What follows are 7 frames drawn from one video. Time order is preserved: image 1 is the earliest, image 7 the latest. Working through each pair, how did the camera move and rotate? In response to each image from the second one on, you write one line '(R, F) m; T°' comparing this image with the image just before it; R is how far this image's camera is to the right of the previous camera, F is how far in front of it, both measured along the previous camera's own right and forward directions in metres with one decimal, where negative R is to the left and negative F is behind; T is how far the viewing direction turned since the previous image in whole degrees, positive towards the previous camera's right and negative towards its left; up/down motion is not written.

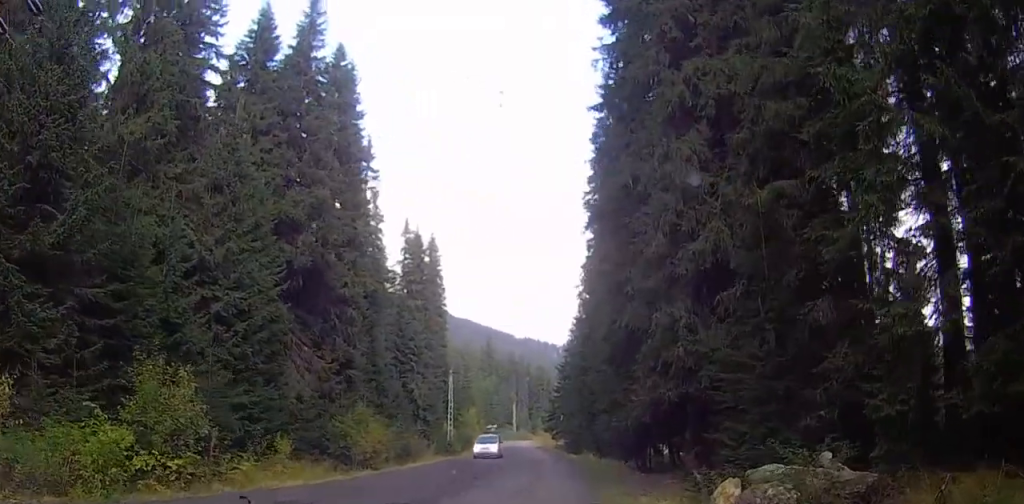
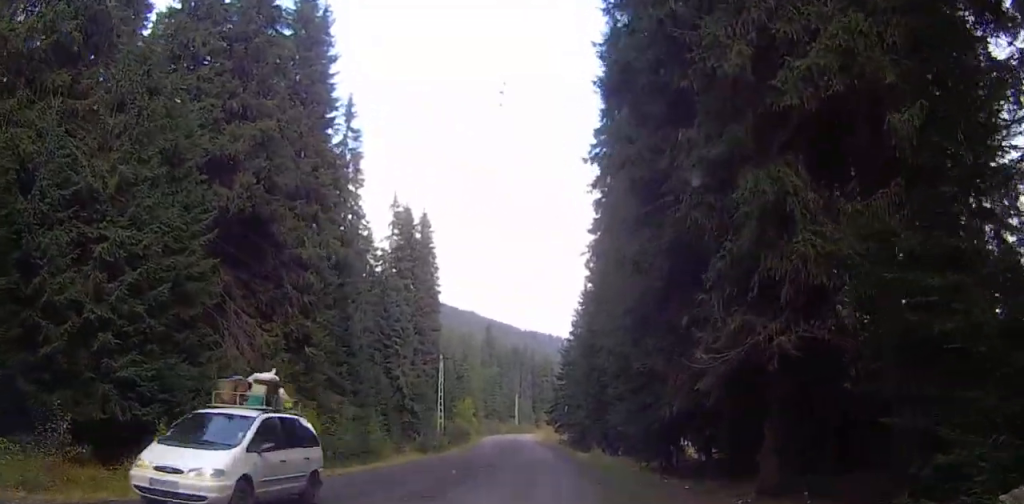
(+1.2, +9.8) m; +6°
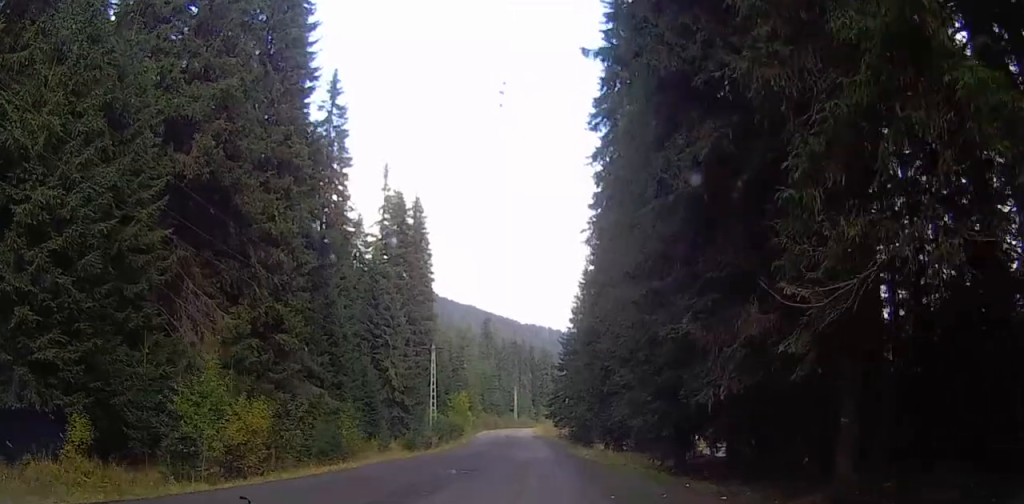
(-0.3, +4.4) m; -5°
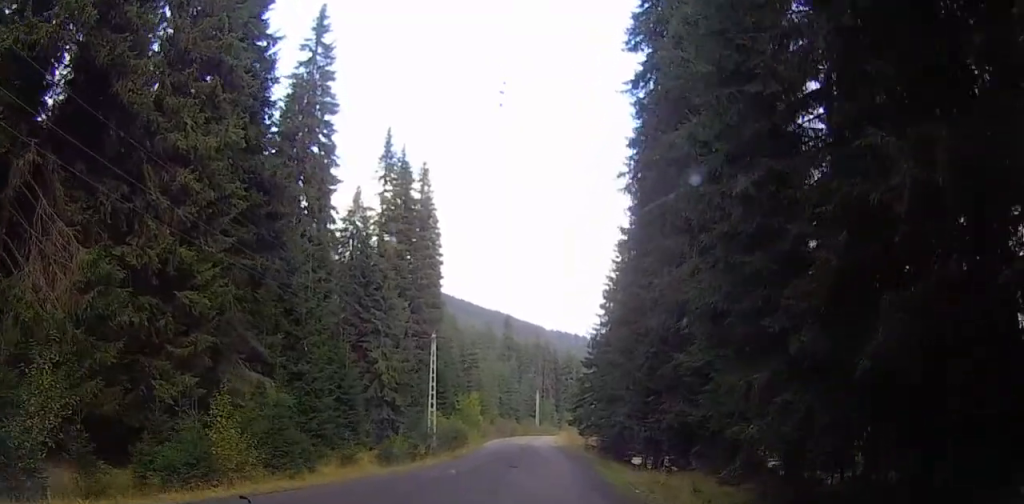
(-1.1, +13.1) m; -6°
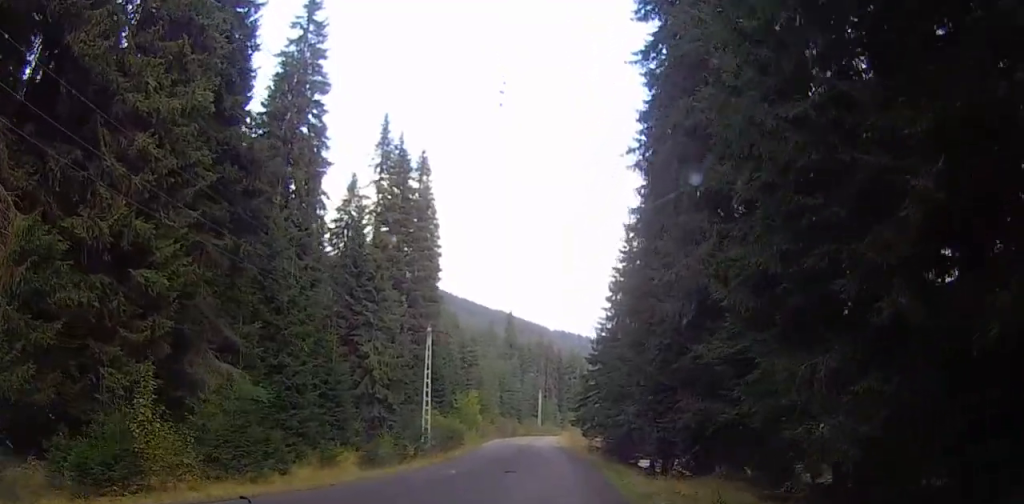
(+0.1, +3.4) m; 0°
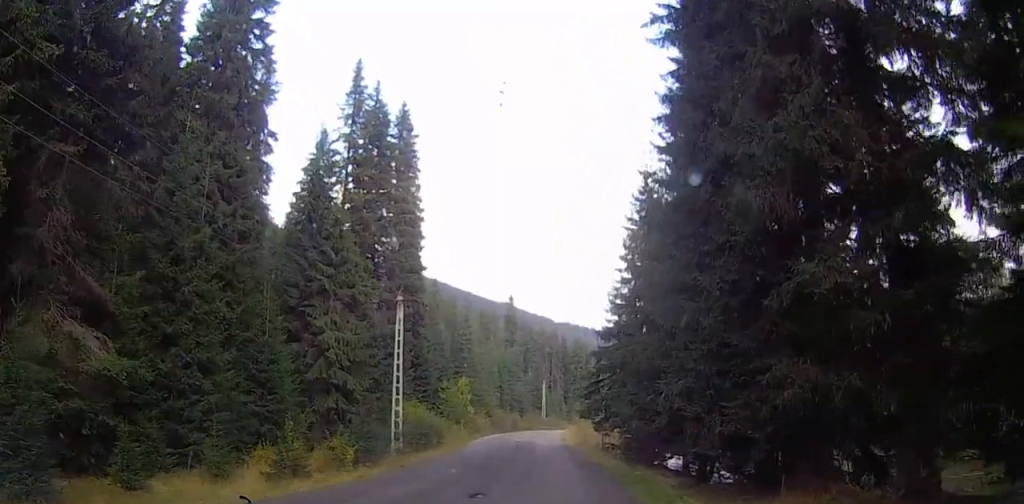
(0.0, +10.5) m; -5°
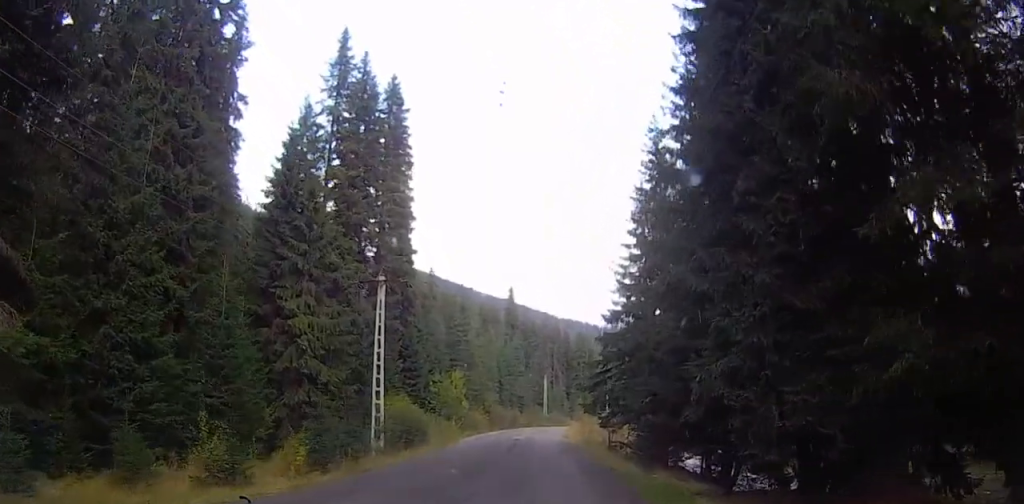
(-0.2, +4.6) m; -2°
